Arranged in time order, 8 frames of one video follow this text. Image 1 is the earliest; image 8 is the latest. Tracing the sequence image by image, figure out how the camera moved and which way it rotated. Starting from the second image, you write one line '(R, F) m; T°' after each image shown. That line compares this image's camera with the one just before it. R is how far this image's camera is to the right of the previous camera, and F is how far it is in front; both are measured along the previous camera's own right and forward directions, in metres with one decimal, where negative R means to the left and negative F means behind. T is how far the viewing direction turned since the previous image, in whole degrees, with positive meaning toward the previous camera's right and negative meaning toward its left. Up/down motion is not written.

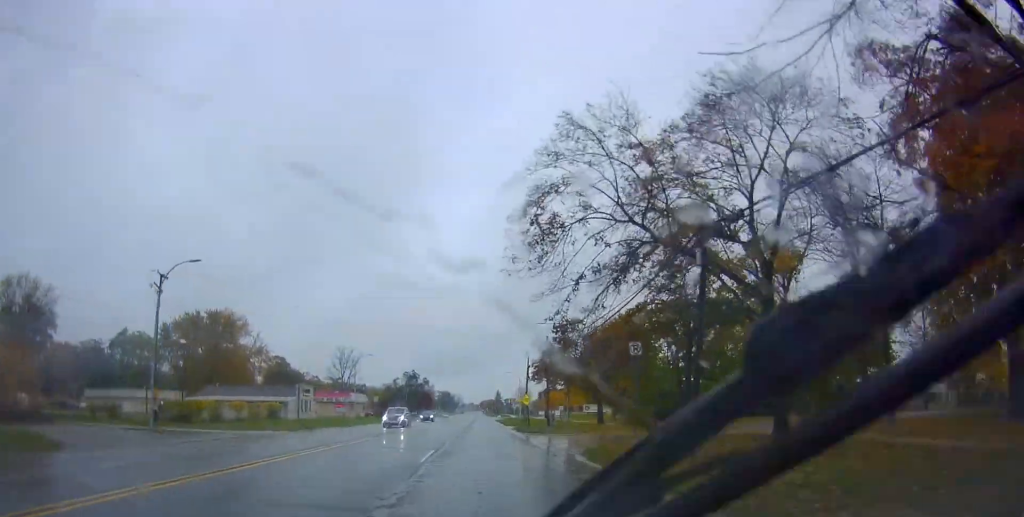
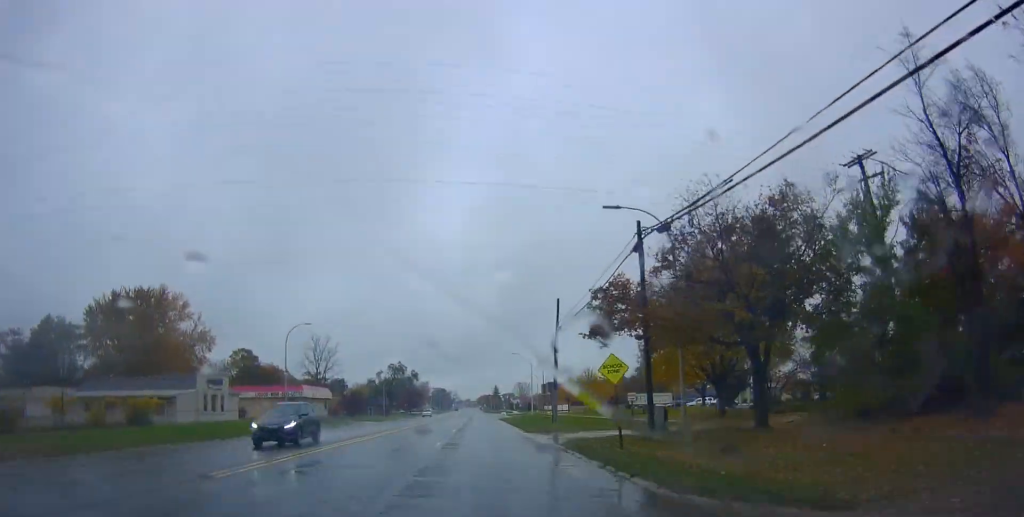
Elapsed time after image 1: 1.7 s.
(-0.5, +27.3) m; -2°
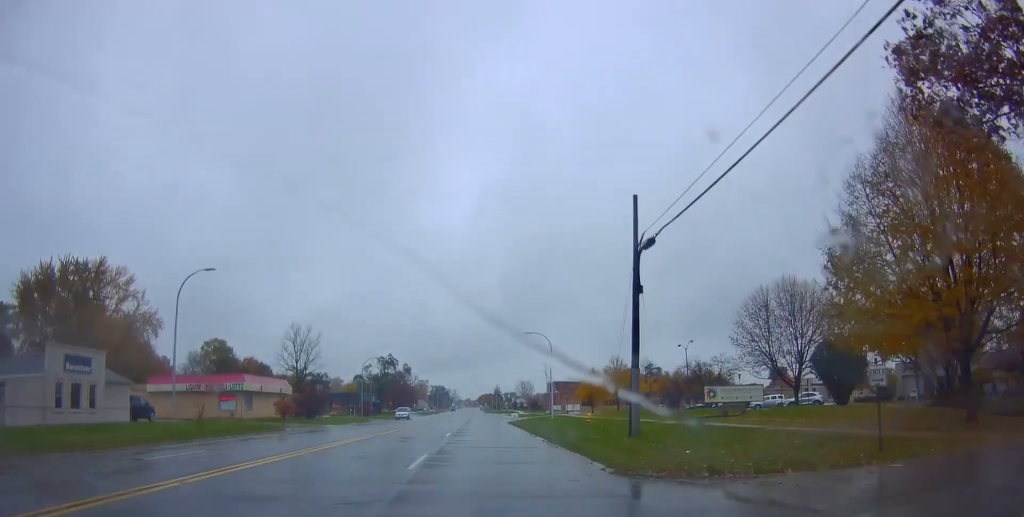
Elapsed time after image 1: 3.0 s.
(+0.6, +20.5) m; +1°
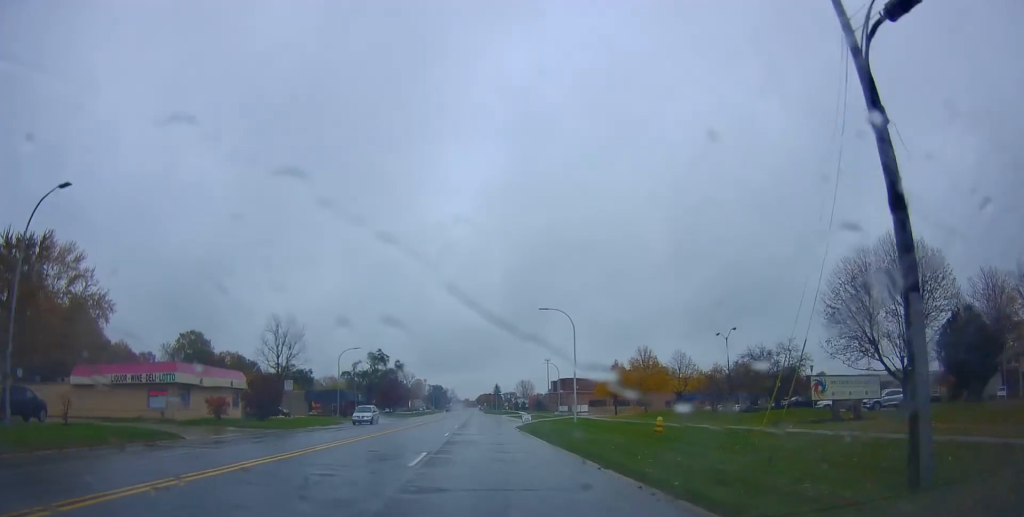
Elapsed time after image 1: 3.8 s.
(-0.1, +14.2) m; -2°
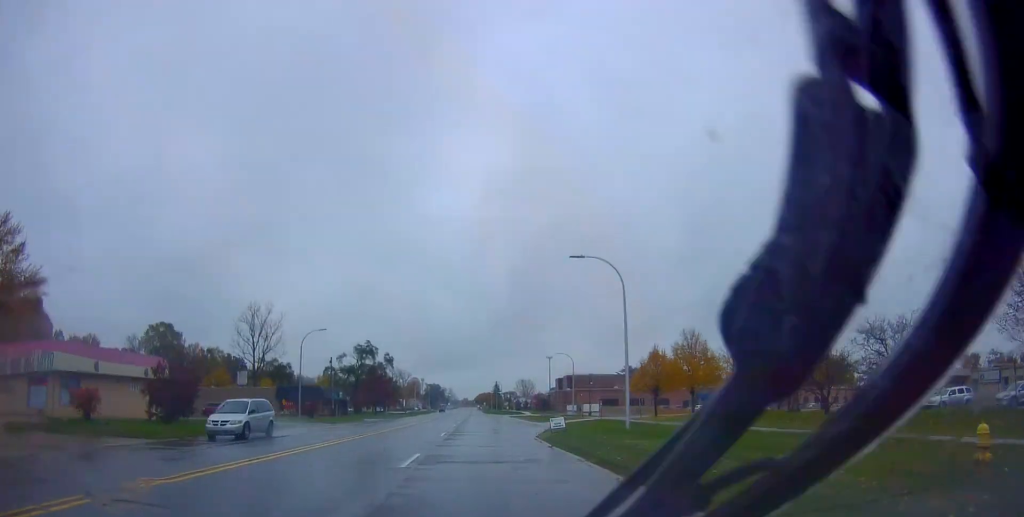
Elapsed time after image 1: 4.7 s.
(-0.4, +15.7) m; -1°
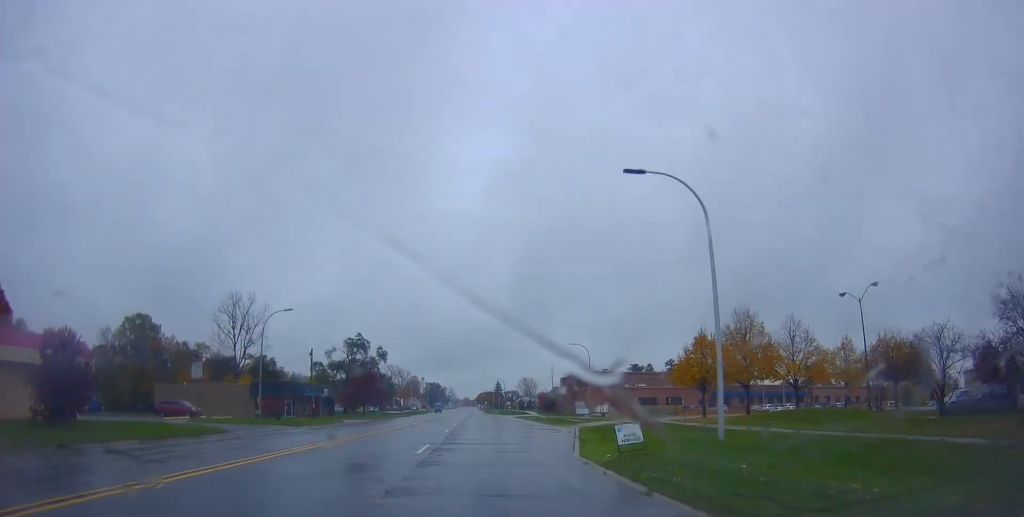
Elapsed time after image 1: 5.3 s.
(0.0, +11.2) m; 0°
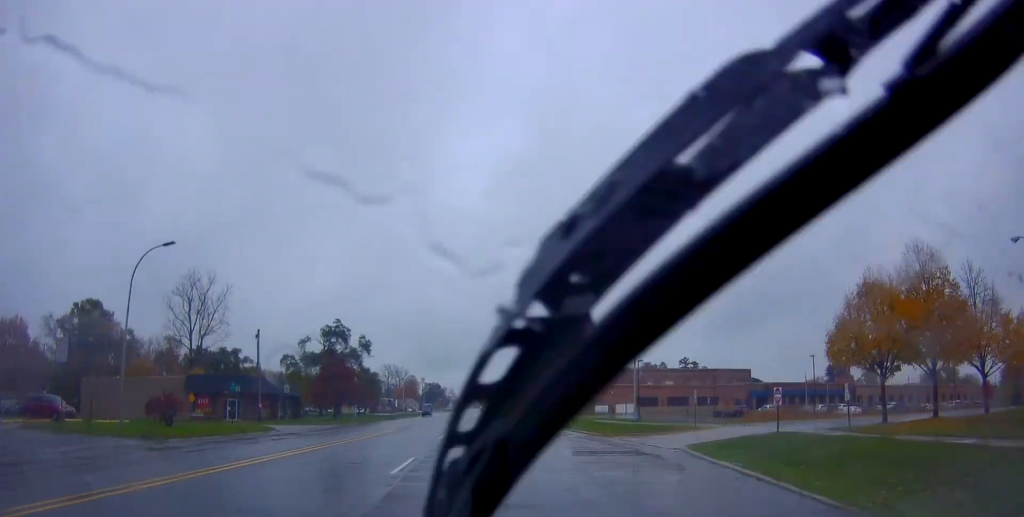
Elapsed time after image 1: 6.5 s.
(+0.1, +20.5) m; 0°
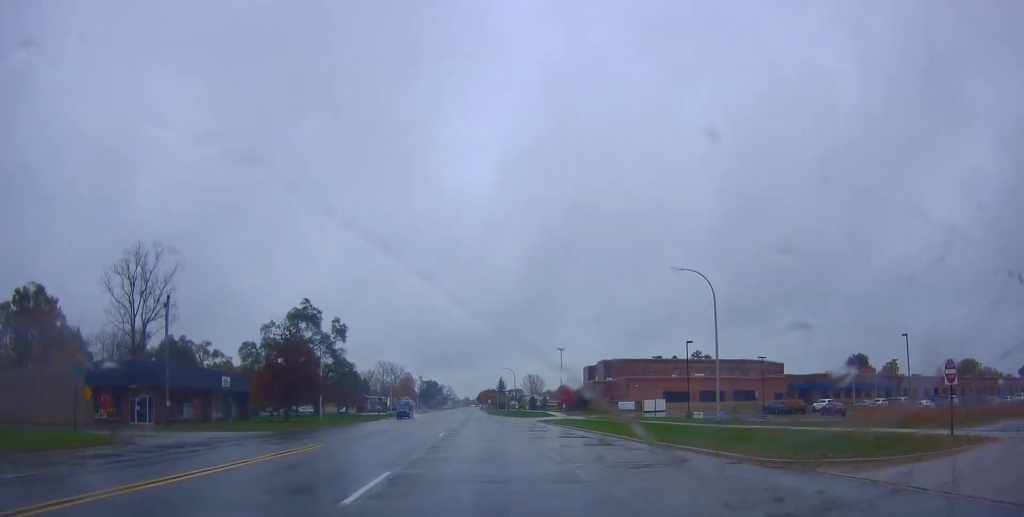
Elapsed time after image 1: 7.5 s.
(0.0, +19.2) m; +2°
